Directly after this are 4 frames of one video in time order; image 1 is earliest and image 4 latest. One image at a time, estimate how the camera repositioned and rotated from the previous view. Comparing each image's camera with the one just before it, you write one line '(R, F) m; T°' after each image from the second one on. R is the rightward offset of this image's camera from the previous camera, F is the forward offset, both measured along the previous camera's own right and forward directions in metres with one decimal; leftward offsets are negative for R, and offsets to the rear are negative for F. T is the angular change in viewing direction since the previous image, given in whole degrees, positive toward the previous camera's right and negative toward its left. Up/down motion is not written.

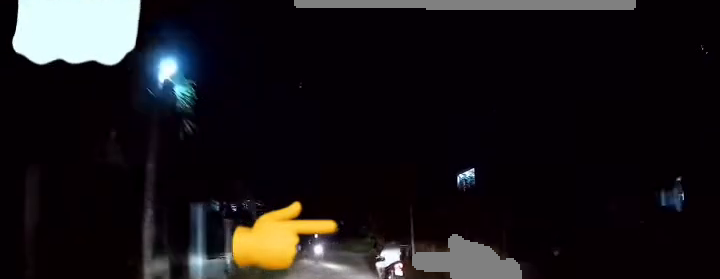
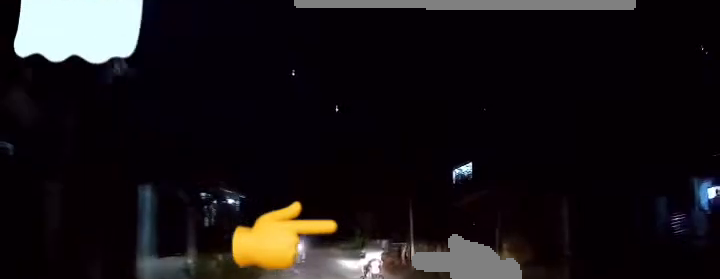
(0.0, +2.5) m; +1°
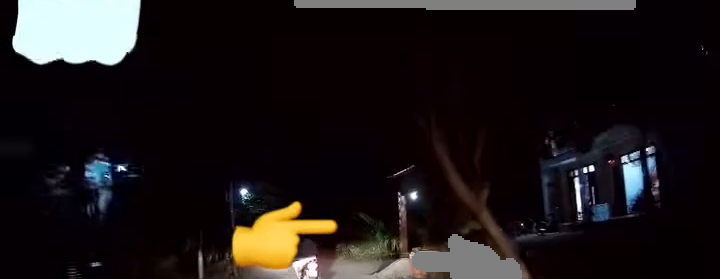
(-0.2, +16.6) m; -3°
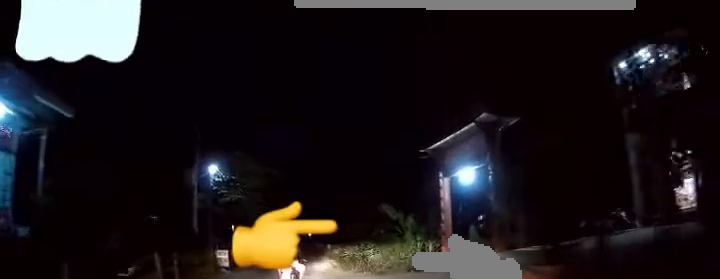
(+0.2, +7.0) m; +1°
